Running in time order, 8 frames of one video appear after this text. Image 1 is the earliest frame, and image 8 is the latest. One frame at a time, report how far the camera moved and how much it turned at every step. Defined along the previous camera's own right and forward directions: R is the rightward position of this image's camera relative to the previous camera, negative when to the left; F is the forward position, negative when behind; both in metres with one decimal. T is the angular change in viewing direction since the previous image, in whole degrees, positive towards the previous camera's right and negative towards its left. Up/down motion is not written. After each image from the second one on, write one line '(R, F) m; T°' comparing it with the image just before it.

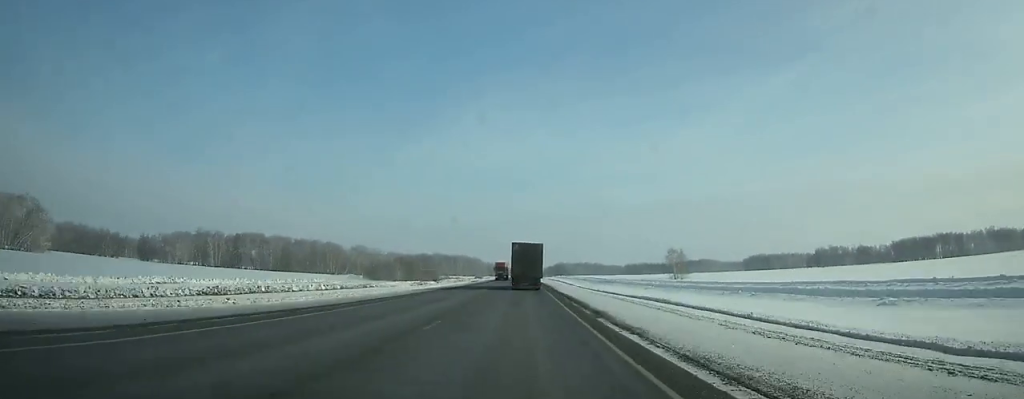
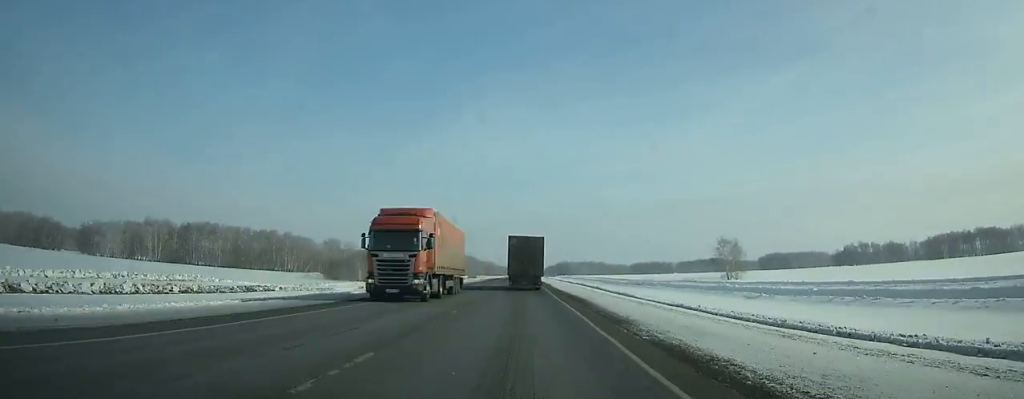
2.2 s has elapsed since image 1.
(-0.2, +55.1) m; 0°
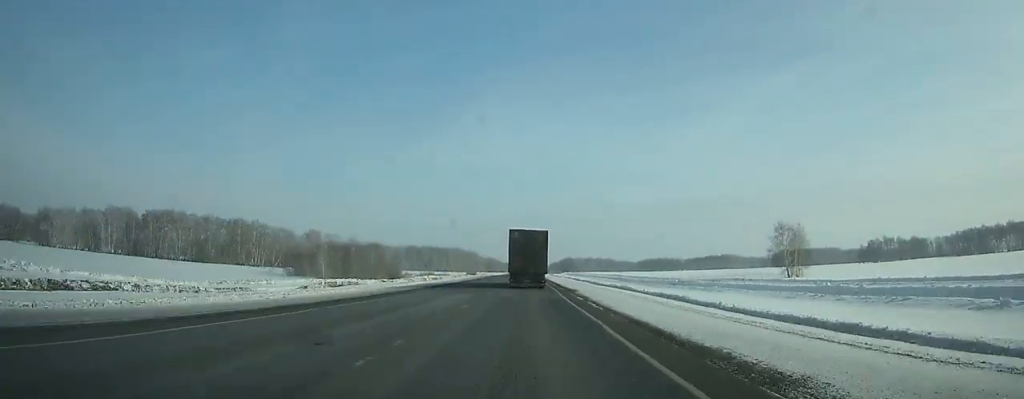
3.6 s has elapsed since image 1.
(-0.1, +34.8) m; 0°
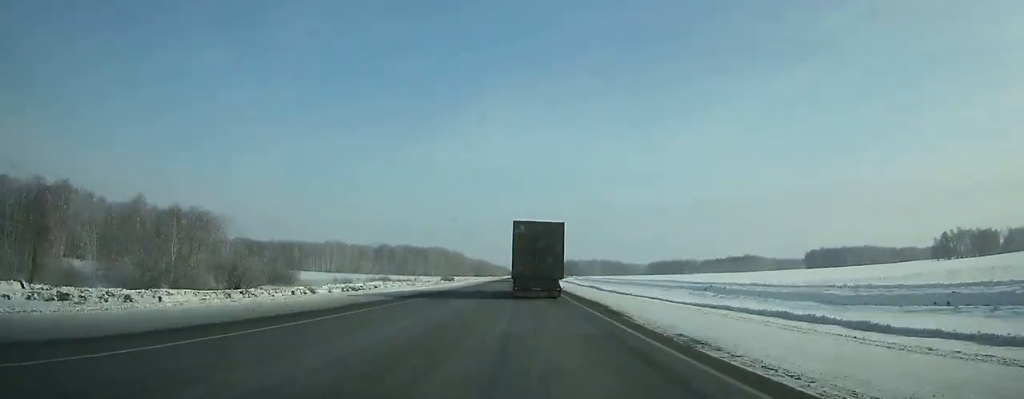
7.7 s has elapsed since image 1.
(+0.2, +99.1) m; 0°
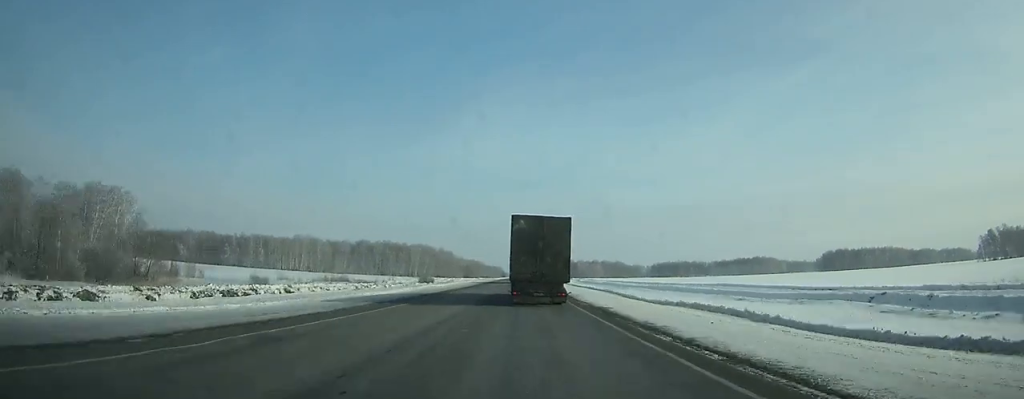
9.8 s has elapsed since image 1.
(+0.1, +49.4) m; 0°
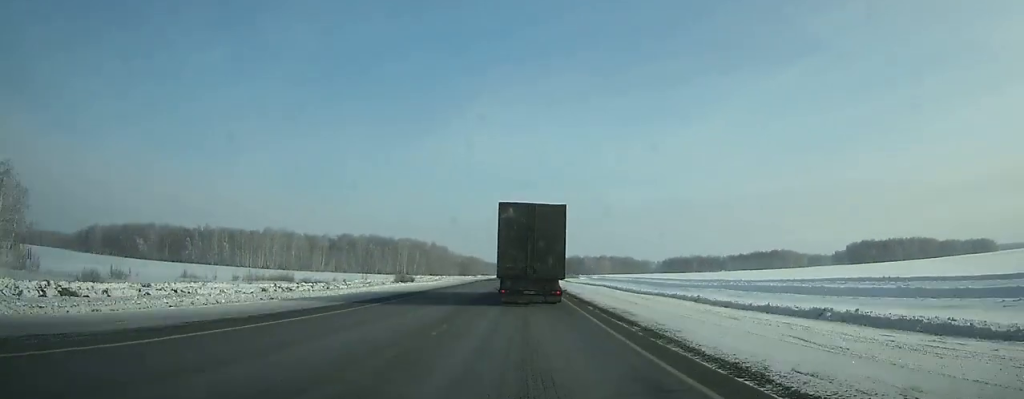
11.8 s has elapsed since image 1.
(+0.1, +45.7) m; 0°
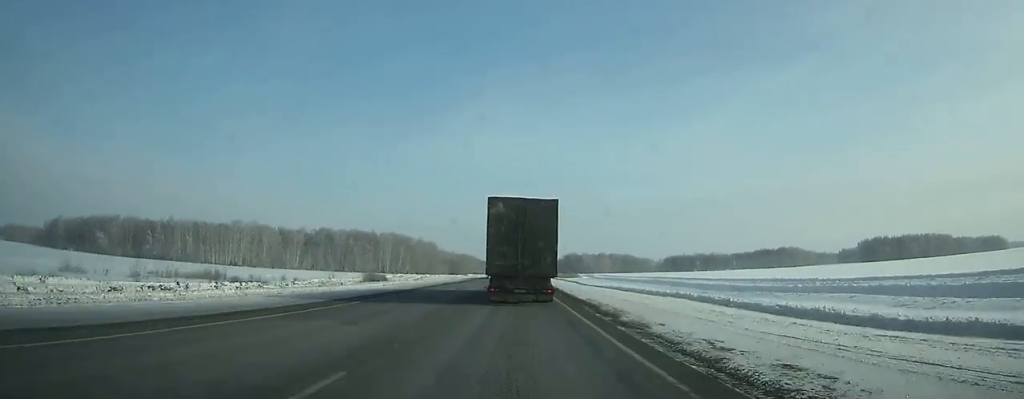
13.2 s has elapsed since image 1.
(0.0, +31.5) m; 0°
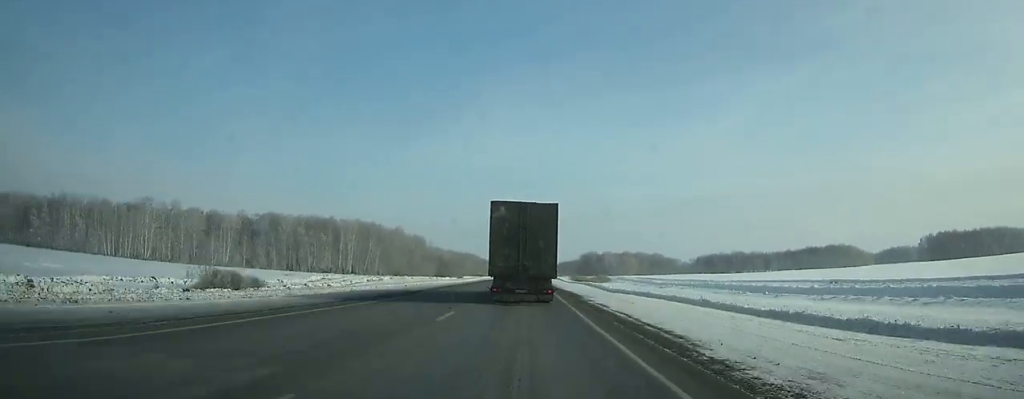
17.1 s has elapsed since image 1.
(-0.3, +85.0) m; 0°
